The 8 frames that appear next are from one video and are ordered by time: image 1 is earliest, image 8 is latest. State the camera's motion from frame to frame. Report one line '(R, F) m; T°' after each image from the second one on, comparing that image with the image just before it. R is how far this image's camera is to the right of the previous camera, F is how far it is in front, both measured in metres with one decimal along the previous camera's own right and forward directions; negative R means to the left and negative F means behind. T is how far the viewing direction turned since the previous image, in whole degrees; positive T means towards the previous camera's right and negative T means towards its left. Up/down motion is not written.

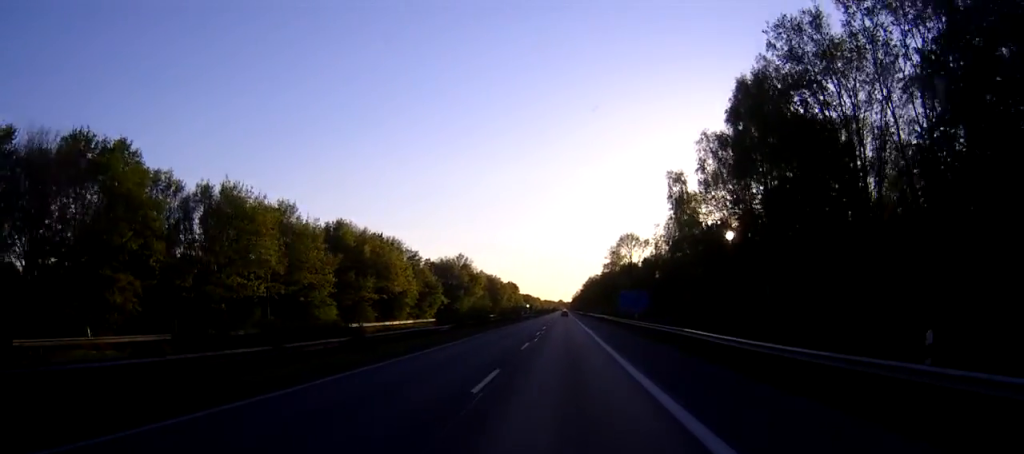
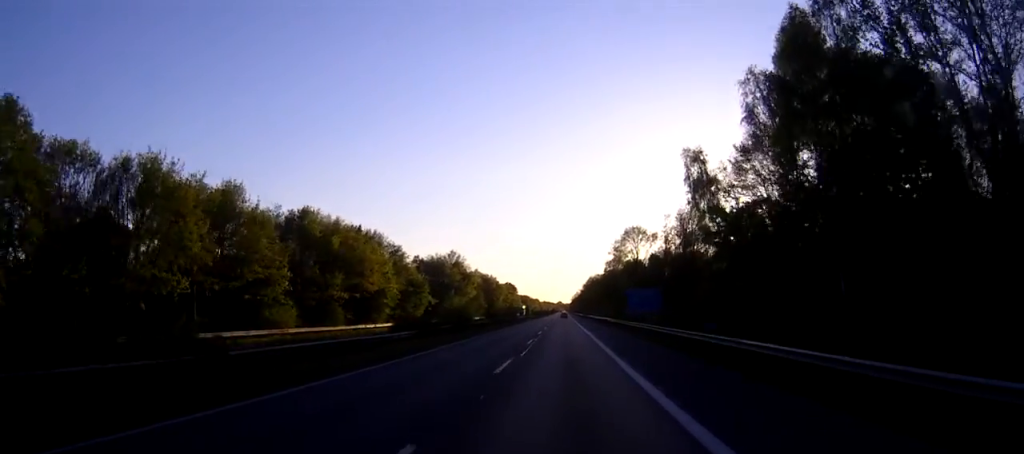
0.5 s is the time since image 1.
(0.0, +12.3) m; 0°
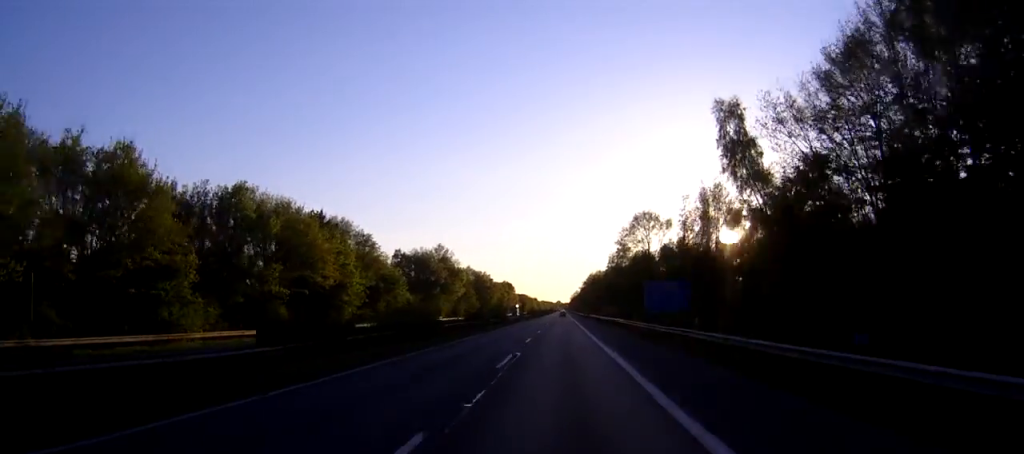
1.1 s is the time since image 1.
(-0.1, +16.7) m; 0°
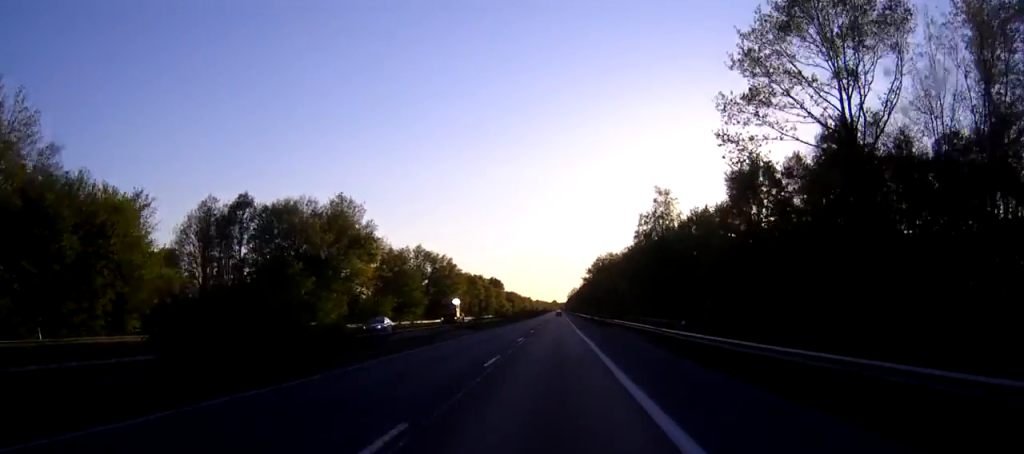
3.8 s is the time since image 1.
(+0.3, +70.9) m; +1°
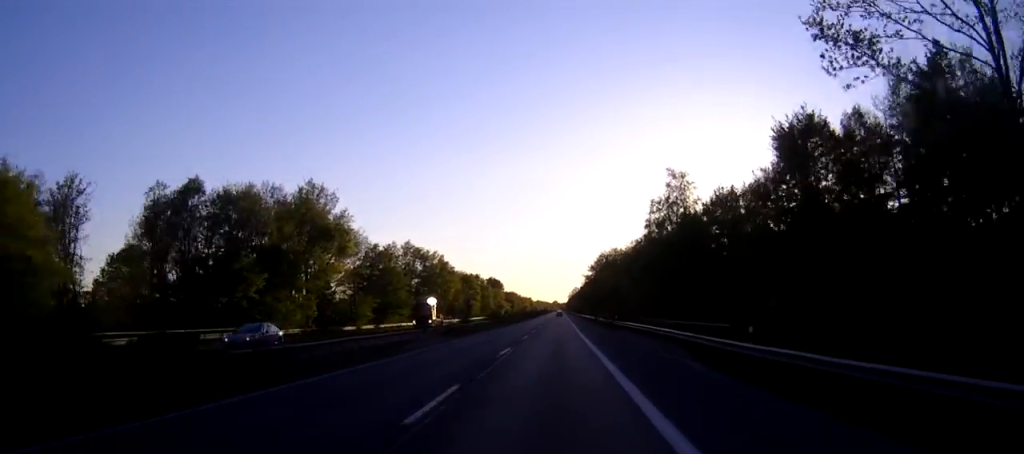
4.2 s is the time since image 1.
(0.0, +11.4) m; 0°
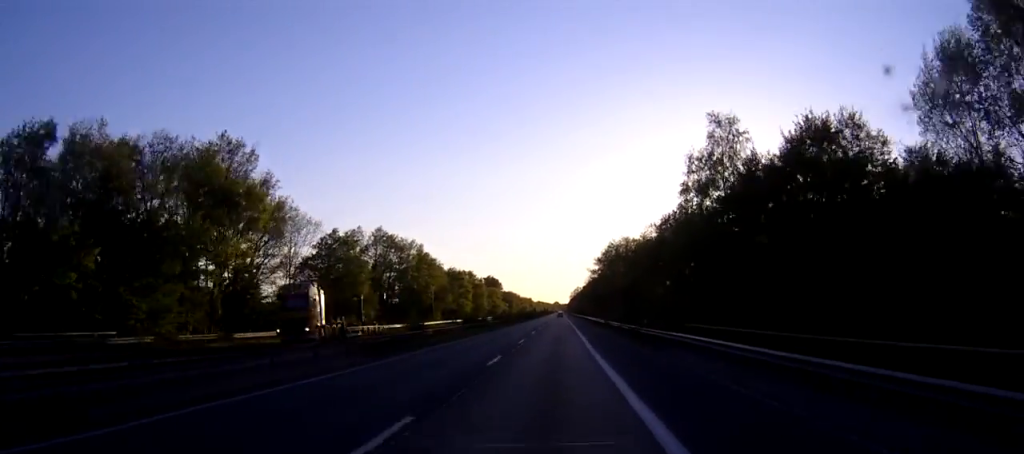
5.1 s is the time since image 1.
(0.0, +22.8) m; 0°
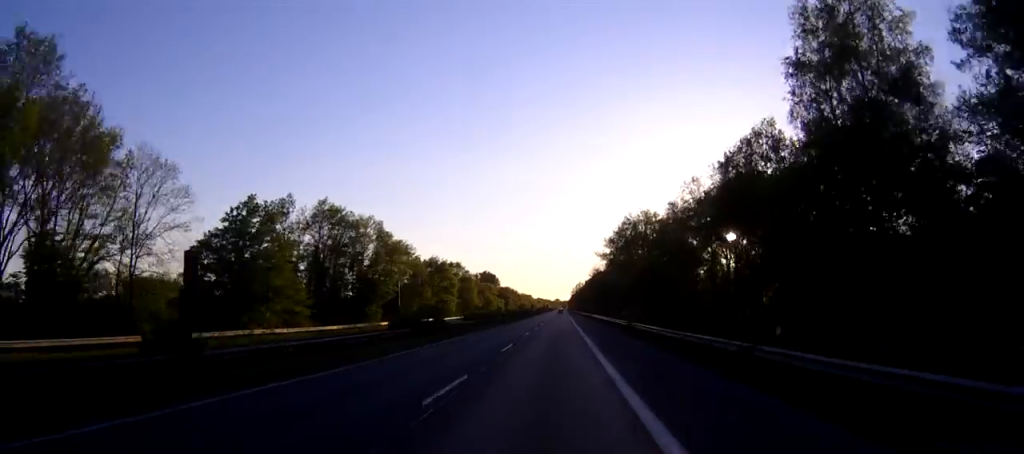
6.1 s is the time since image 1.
(0.0, +28.2) m; 0°
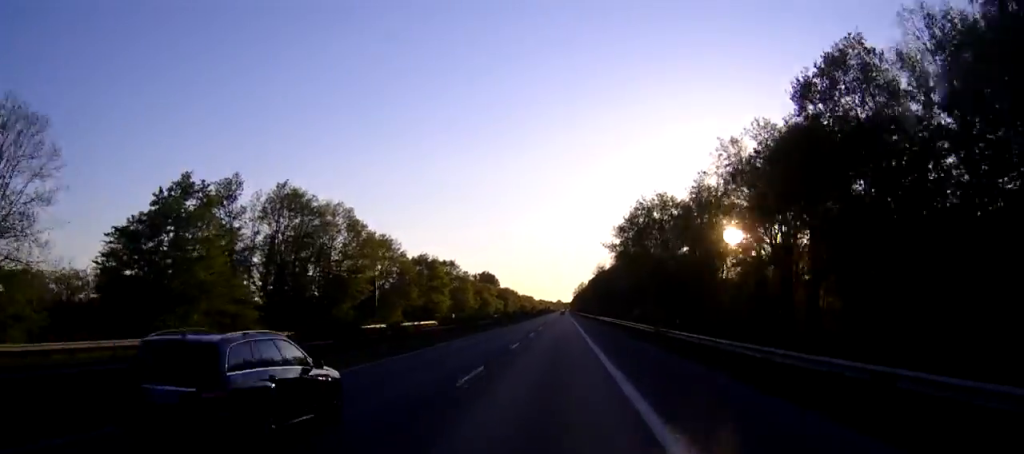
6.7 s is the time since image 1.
(0.0, +14.1) m; 0°
